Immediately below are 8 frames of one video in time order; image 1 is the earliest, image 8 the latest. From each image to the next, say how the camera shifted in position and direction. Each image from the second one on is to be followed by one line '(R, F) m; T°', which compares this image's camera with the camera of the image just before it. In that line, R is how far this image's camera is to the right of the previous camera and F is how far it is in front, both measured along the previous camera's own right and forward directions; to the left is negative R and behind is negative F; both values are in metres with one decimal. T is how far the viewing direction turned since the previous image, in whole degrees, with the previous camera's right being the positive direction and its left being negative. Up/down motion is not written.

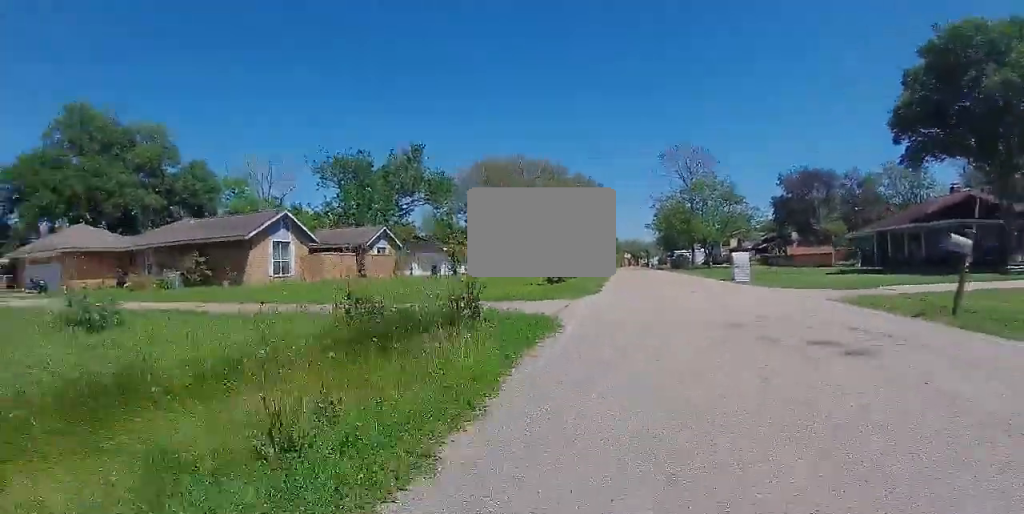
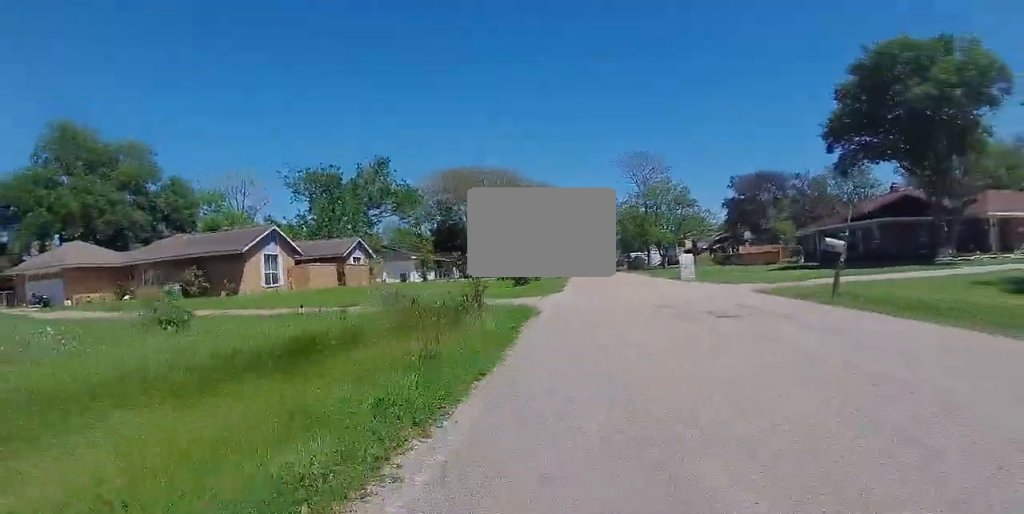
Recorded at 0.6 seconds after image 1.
(0.0, +3.2) m; 0°
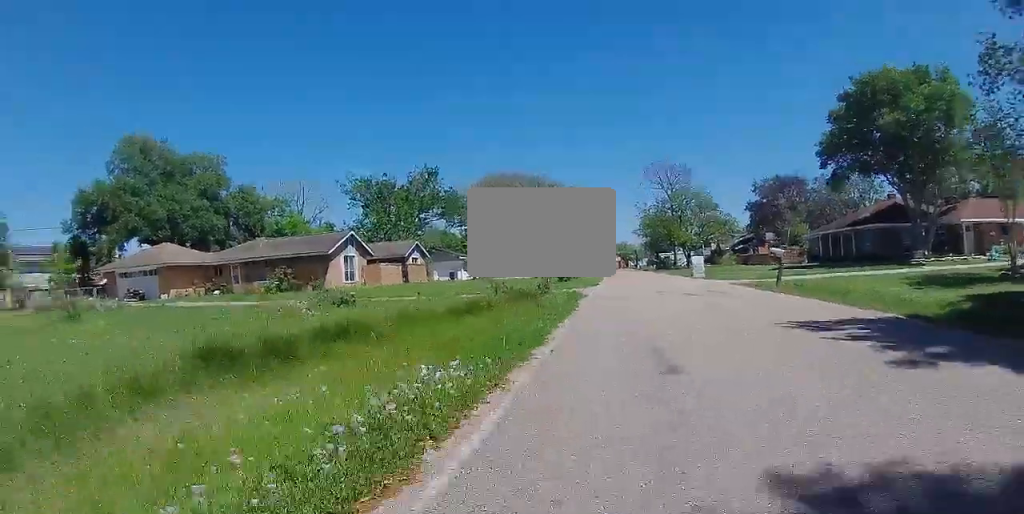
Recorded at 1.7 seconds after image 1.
(0.0, +6.3) m; 0°
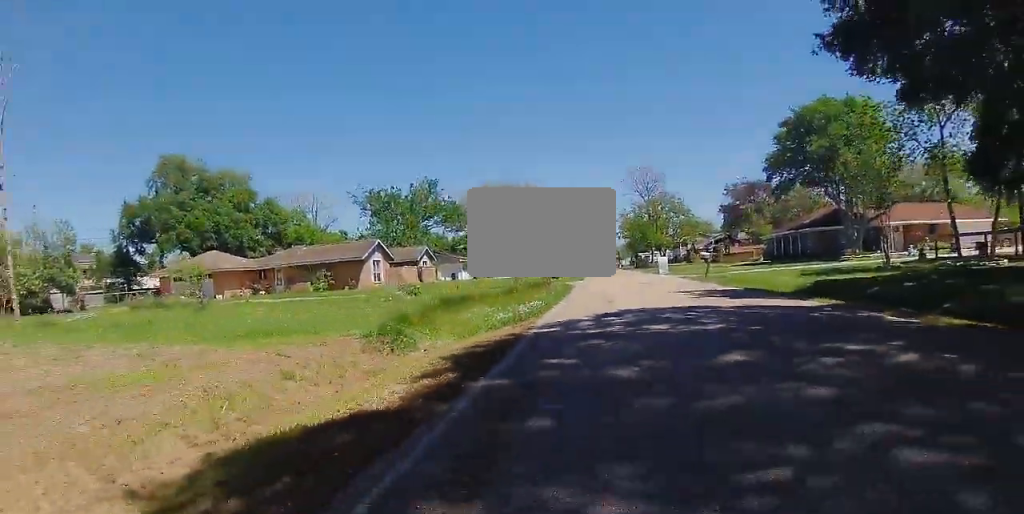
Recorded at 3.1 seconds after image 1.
(0.0, +8.7) m; 0°
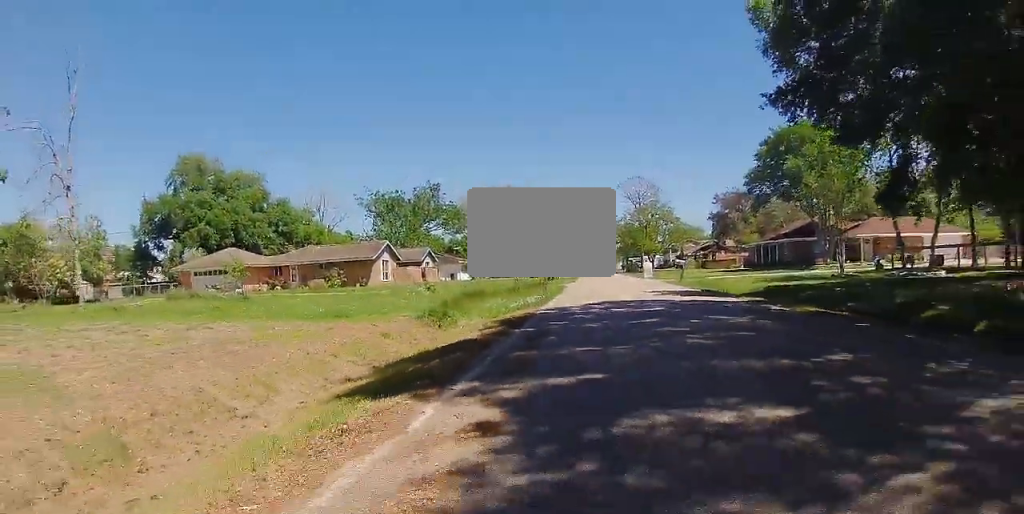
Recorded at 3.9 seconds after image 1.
(0.0, +4.3) m; 0°
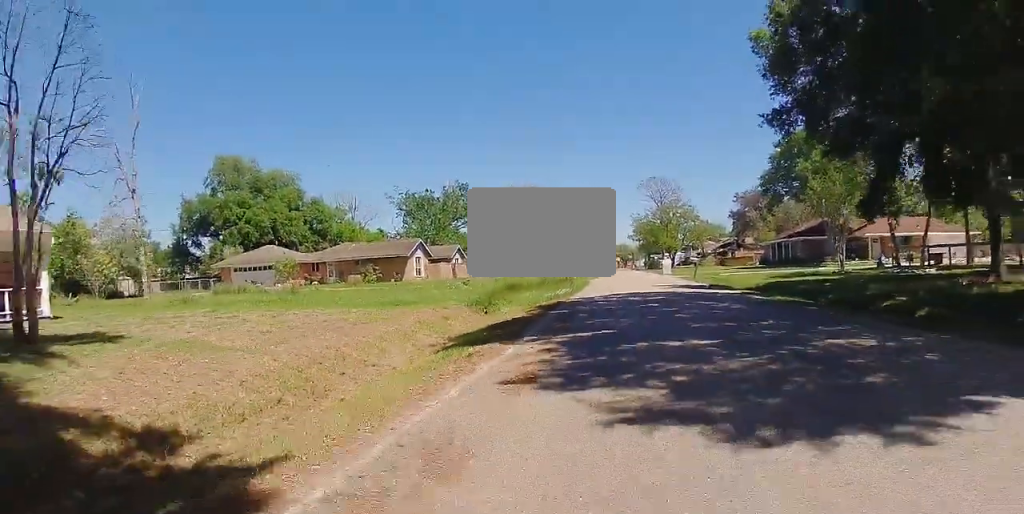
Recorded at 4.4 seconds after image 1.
(0.0, +2.9) m; -1°
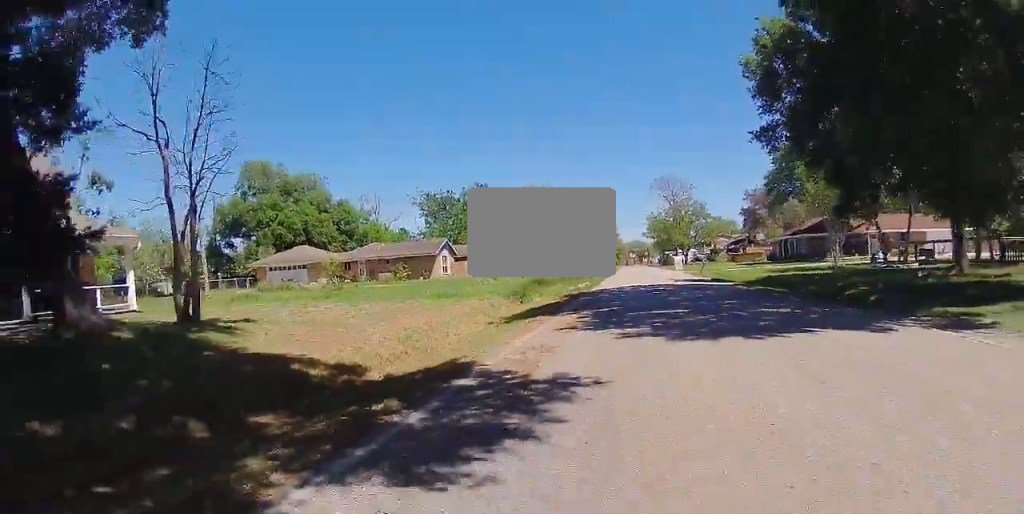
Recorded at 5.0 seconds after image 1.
(0.0, +3.4) m; -2°
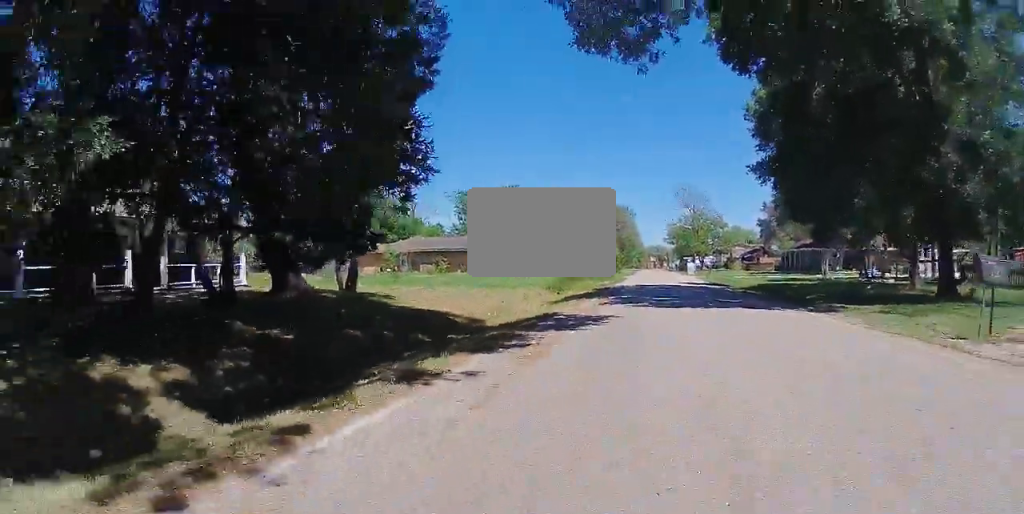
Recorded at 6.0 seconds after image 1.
(-0.2, +5.8) m; -3°
